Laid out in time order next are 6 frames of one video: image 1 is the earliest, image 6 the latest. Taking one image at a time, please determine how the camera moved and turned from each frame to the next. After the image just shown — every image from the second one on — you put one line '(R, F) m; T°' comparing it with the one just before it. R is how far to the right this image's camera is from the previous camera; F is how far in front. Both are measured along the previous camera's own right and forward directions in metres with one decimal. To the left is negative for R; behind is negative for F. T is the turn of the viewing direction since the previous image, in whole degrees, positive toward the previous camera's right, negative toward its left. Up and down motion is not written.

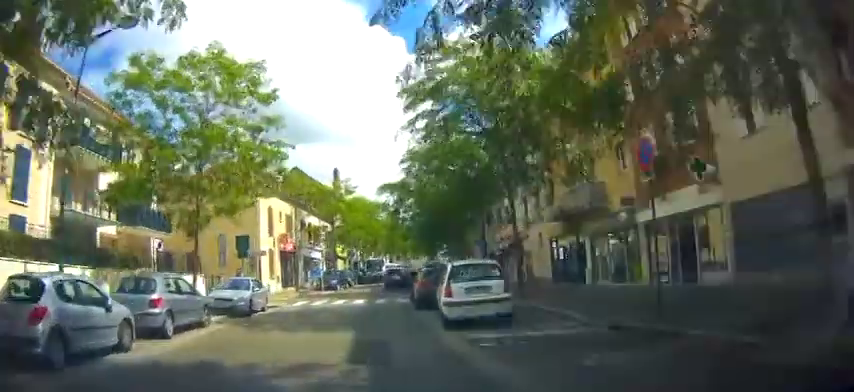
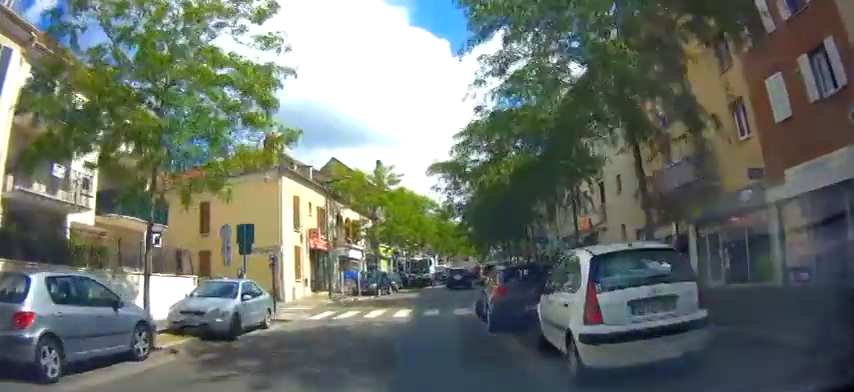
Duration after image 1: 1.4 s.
(+0.2, +6.1) m; +3°
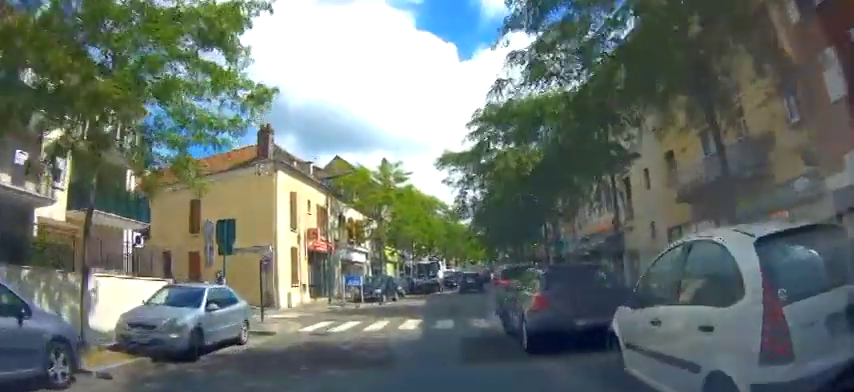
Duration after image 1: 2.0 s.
(0.0, +2.9) m; 0°
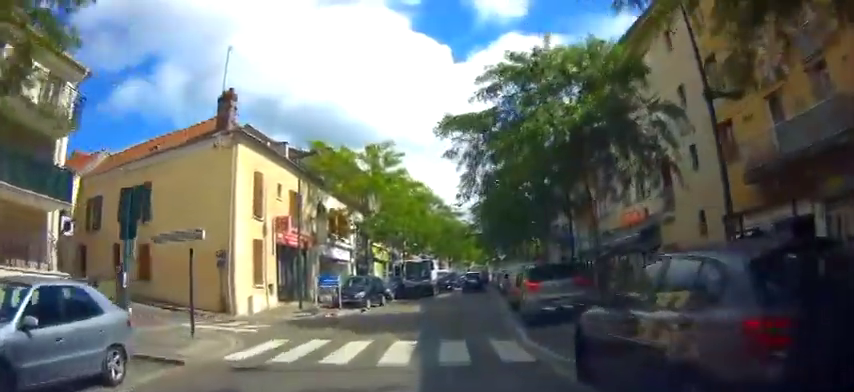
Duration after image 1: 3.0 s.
(-0.1, +5.4) m; 0°
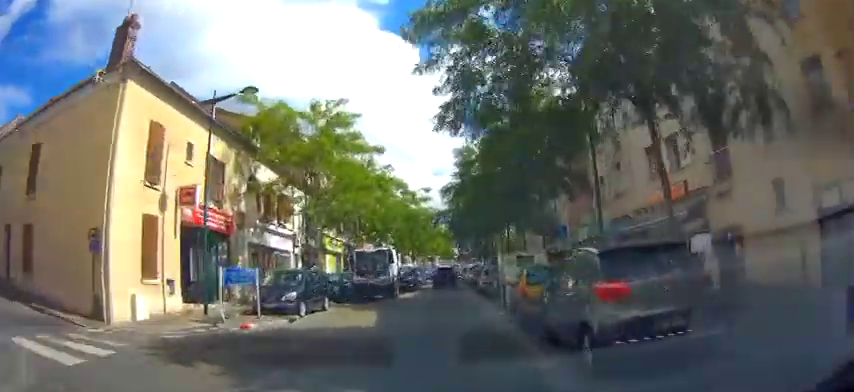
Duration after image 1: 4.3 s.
(+0.1, +6.9) m; +2°
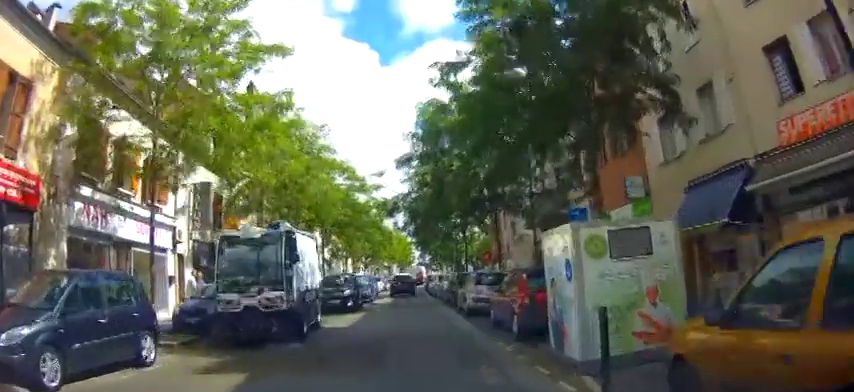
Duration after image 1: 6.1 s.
(+0.3, +12.0) m; +3°
